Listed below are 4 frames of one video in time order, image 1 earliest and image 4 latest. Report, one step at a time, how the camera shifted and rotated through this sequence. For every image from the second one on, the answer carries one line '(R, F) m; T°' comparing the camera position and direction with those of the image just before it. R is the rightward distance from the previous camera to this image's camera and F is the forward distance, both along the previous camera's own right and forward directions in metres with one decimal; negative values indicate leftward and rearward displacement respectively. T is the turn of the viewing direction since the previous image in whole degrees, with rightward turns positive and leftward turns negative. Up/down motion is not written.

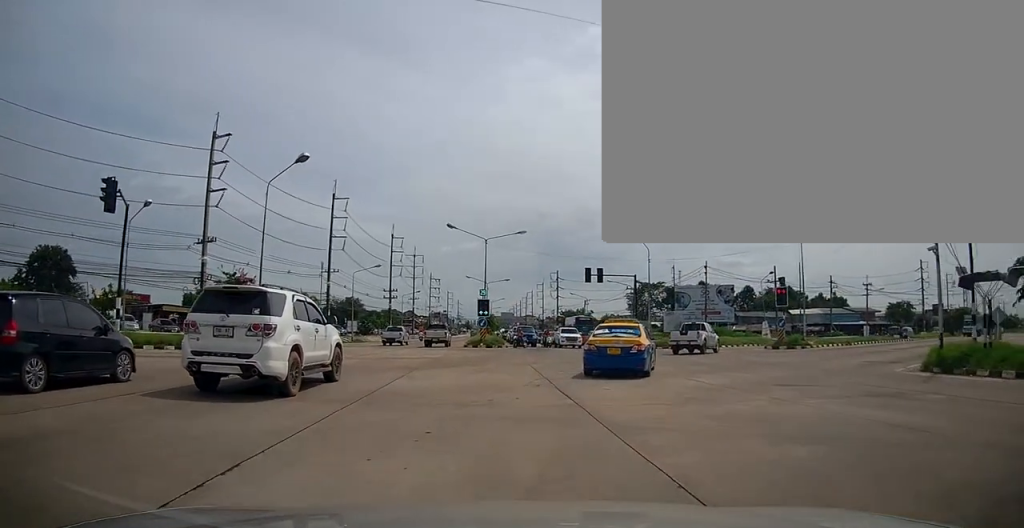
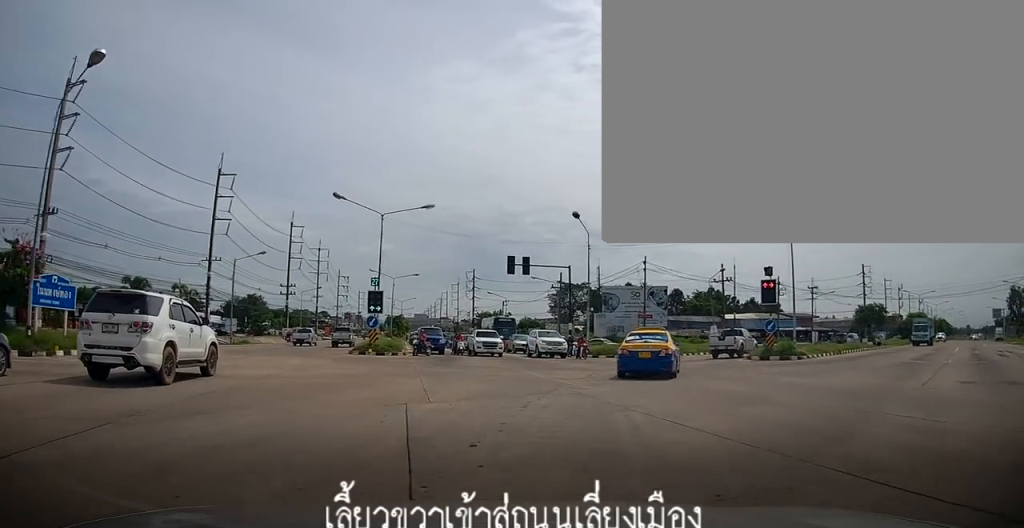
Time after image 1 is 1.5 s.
(+0.9, +10.5) m; +5°
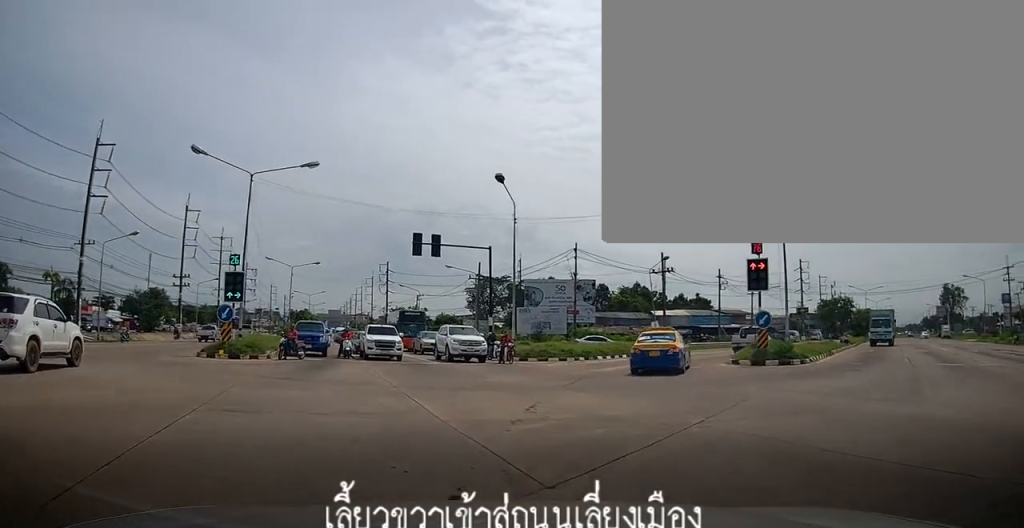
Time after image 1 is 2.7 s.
(+0.5, +8.5) m; +8°
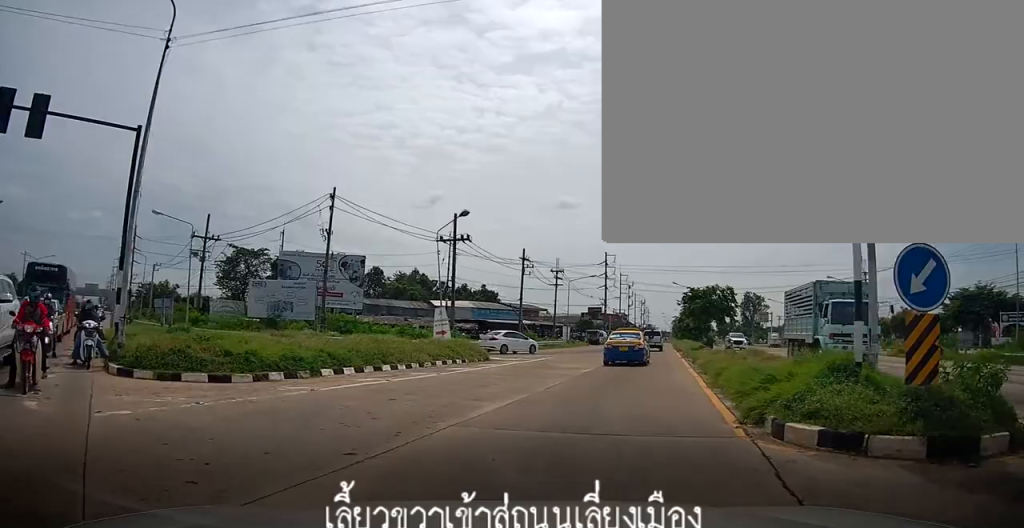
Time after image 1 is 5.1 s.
(+3.1, +18.0) m; +20°
